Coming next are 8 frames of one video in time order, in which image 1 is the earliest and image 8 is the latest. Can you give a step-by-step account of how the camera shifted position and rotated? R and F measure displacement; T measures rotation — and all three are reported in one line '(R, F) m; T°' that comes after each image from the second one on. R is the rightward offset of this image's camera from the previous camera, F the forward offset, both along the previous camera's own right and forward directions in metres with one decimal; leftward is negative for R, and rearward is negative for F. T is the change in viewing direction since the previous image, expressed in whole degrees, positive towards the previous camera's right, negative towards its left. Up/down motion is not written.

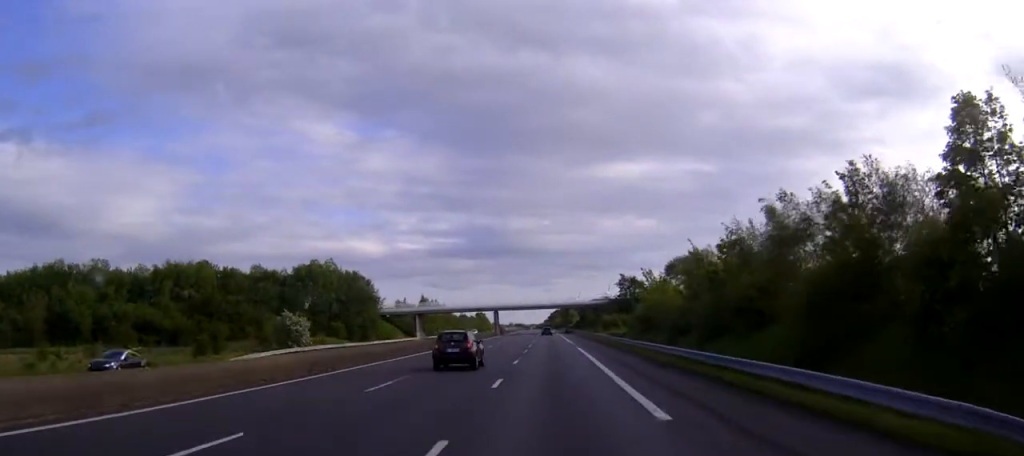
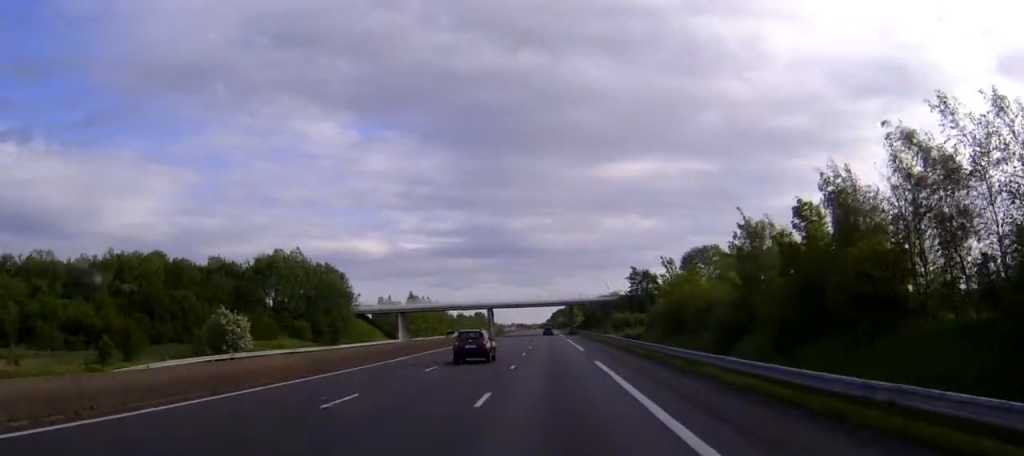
(0.0, +18.1) m; 0°
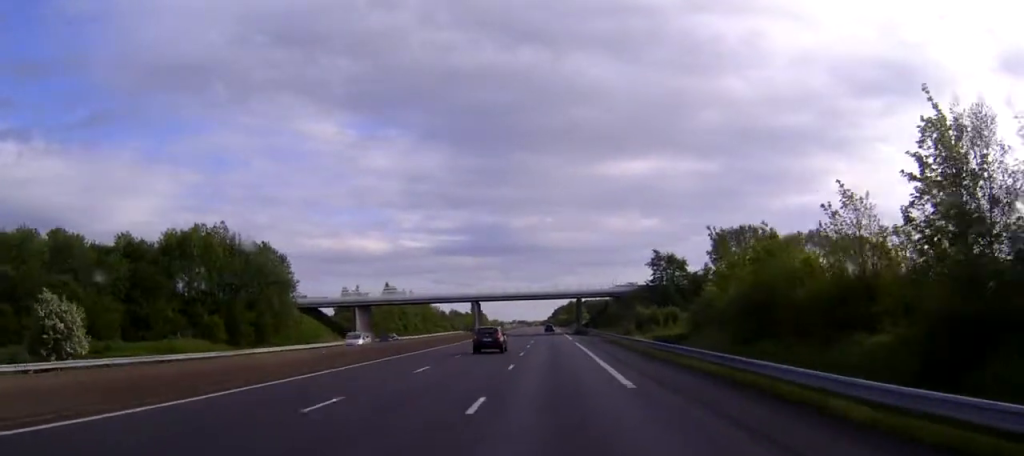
(0.0, +27.5) m; 0°
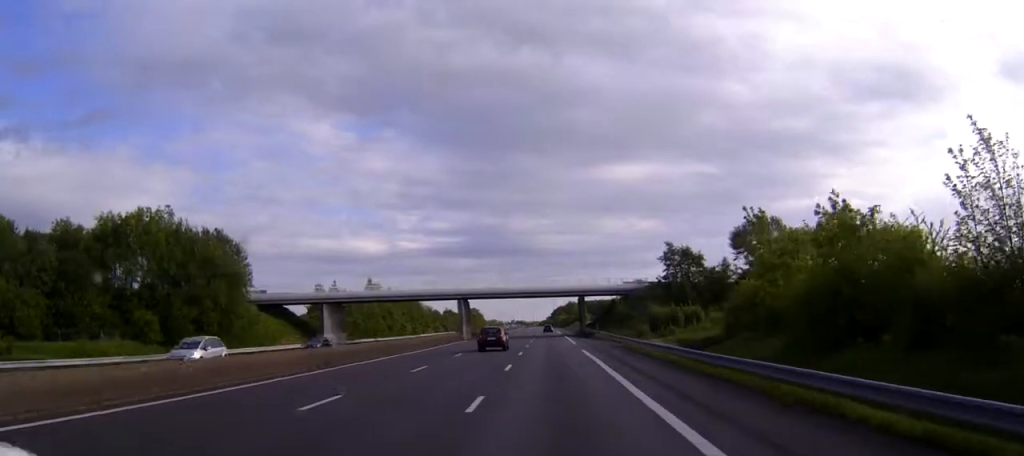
(0.0, +13.3) m; 0°
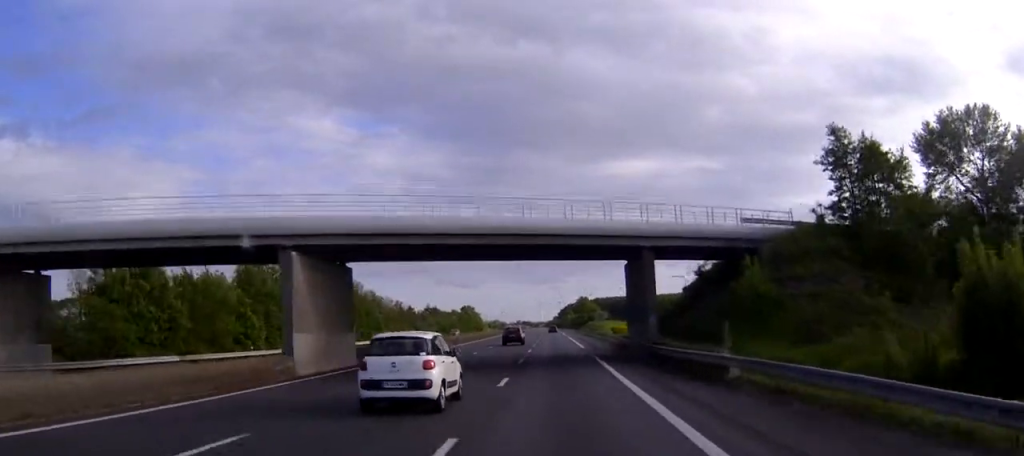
(0.0, +58.2) m; 0°
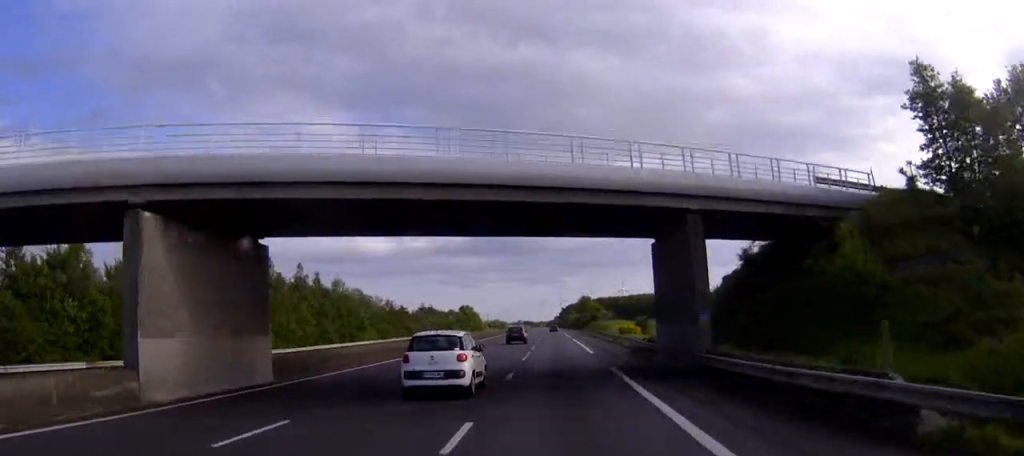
(0.0, +11.4) m; 0°
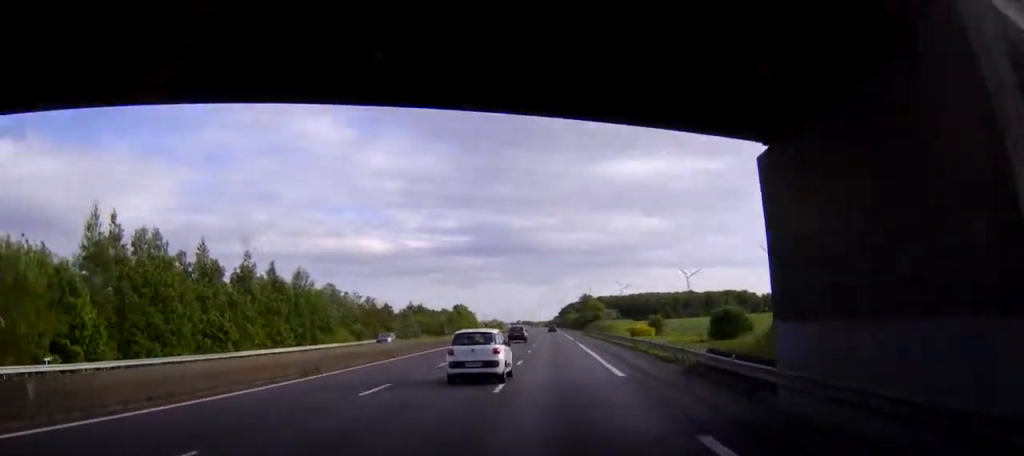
(0.0, +17.0) m; 0°
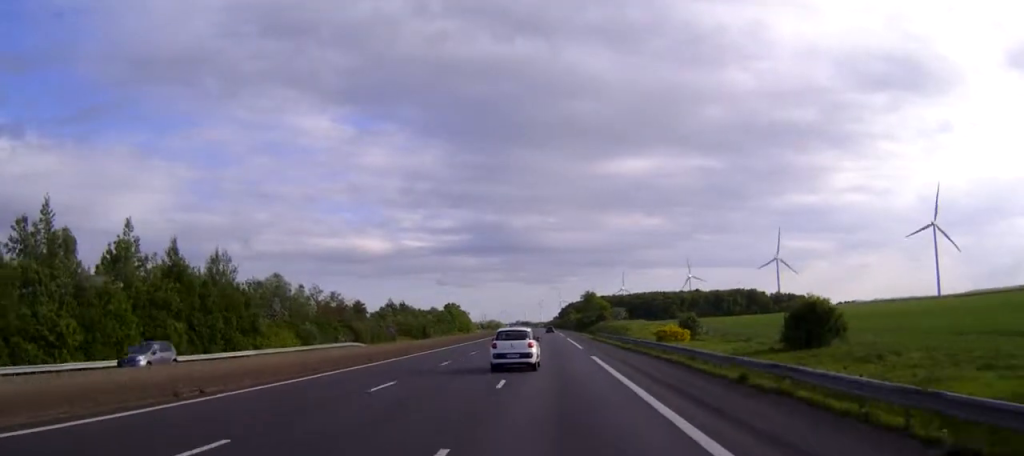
(-0.1, +24.7) m; 0°
